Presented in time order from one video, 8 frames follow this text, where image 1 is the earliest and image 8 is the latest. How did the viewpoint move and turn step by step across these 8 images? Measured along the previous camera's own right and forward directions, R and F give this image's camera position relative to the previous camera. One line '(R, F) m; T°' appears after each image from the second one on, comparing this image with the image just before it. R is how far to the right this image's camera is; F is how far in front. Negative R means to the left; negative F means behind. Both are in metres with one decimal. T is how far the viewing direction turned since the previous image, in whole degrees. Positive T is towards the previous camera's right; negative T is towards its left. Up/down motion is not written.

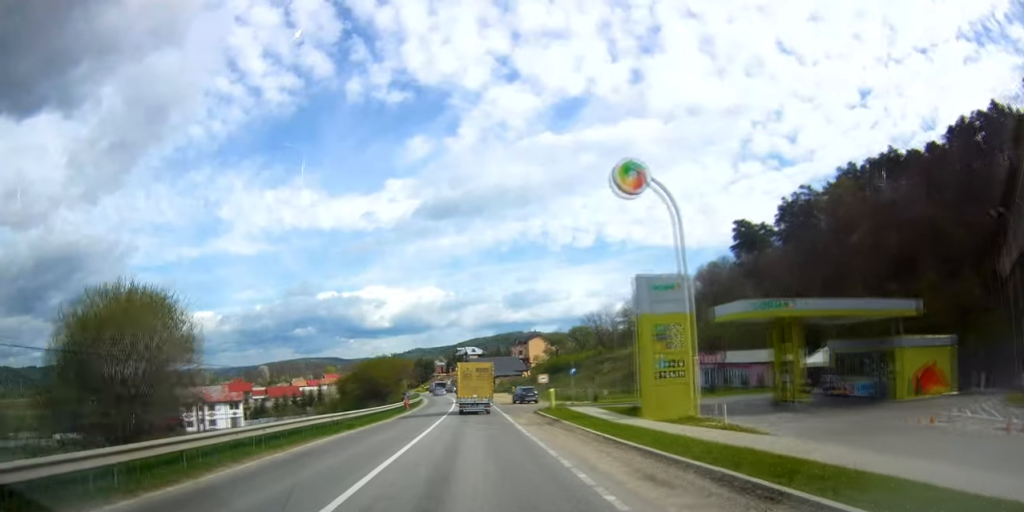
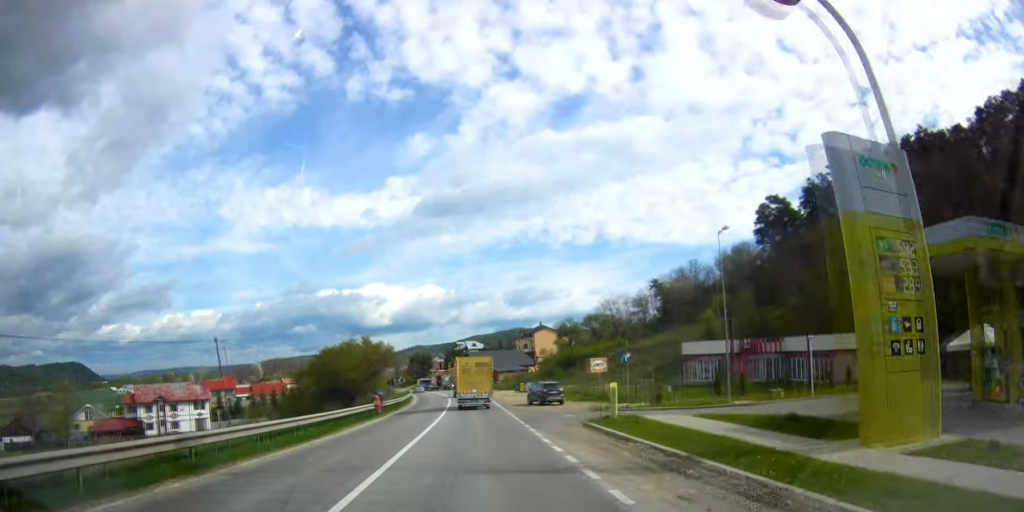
(+0.2, +16.4) m; 0°
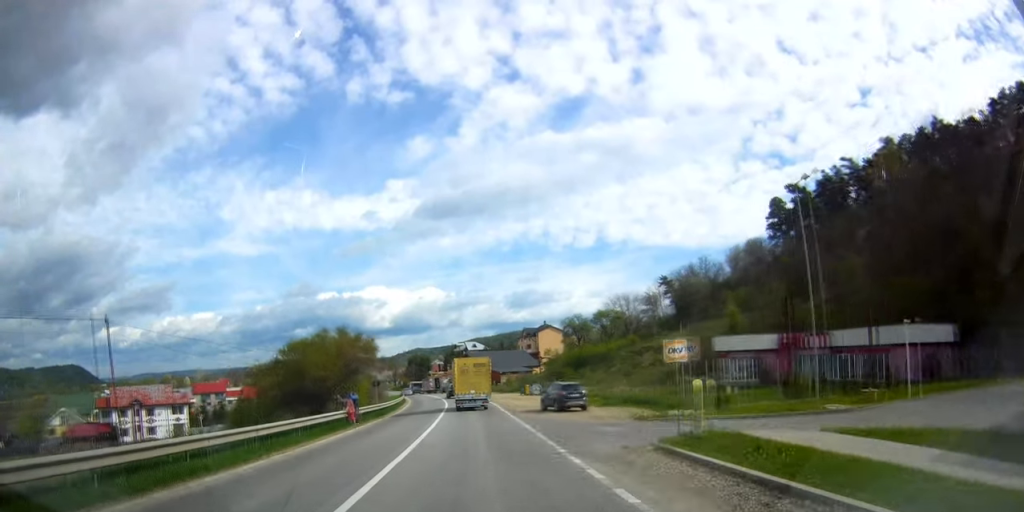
(+0.1, +8.6) m; 0°
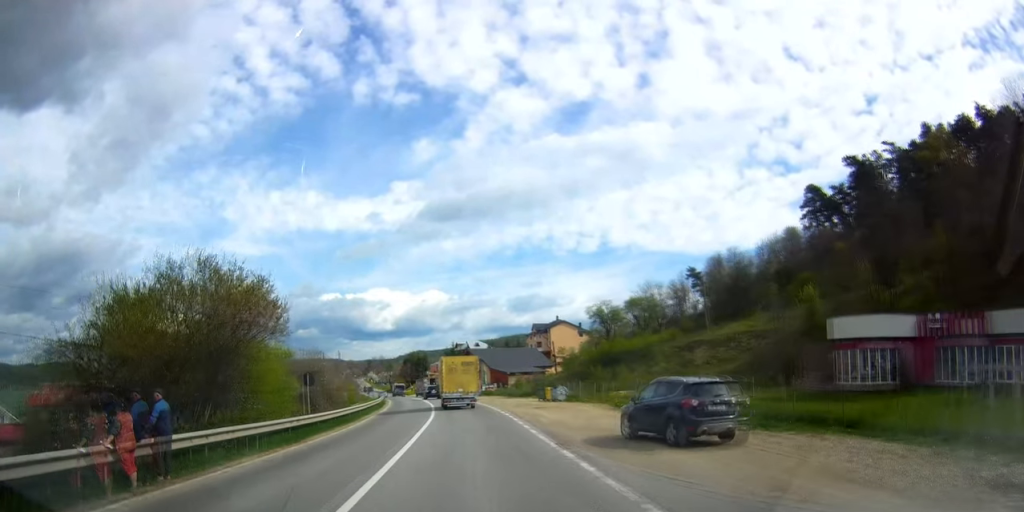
(-0.2, +19.6) m; -1°
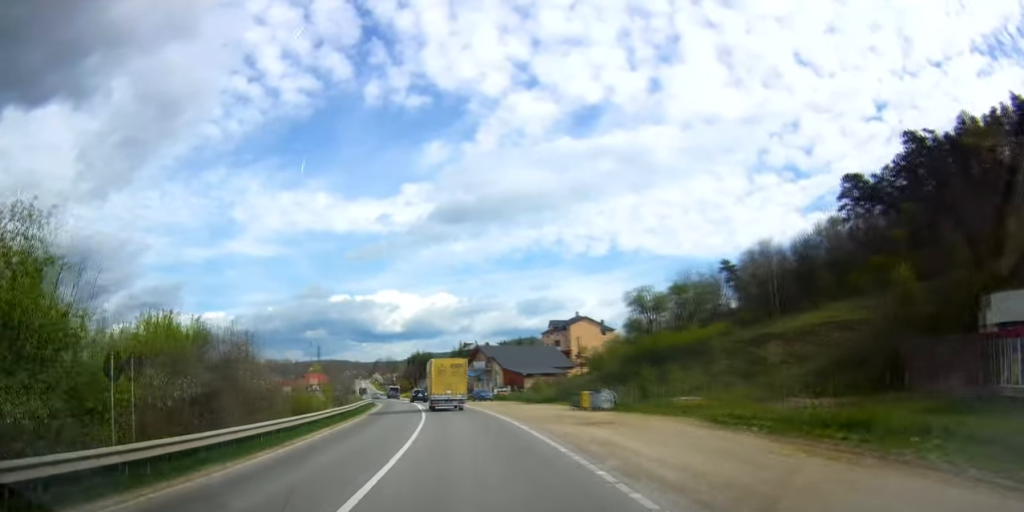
(0.0, +15.0) m; -1°
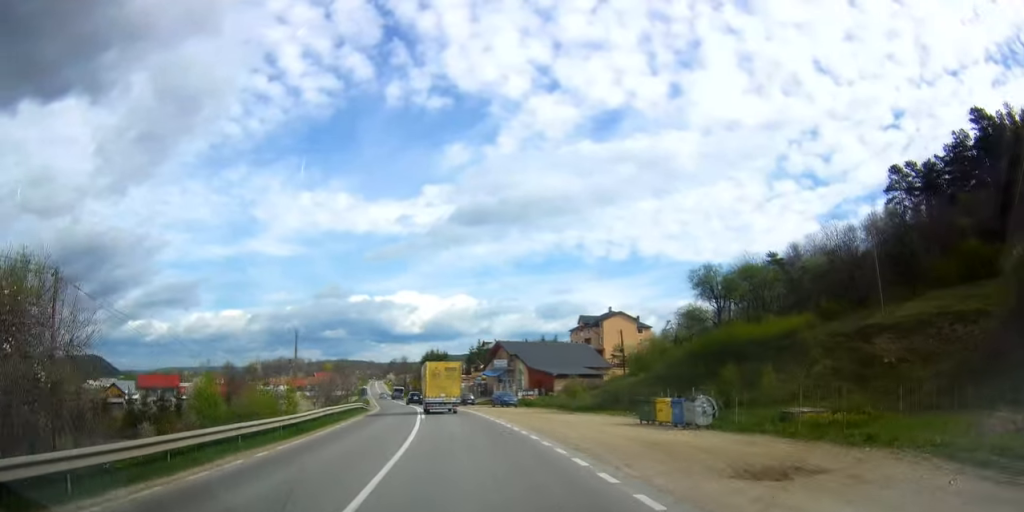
(-0.2, +14.3) m; -1°
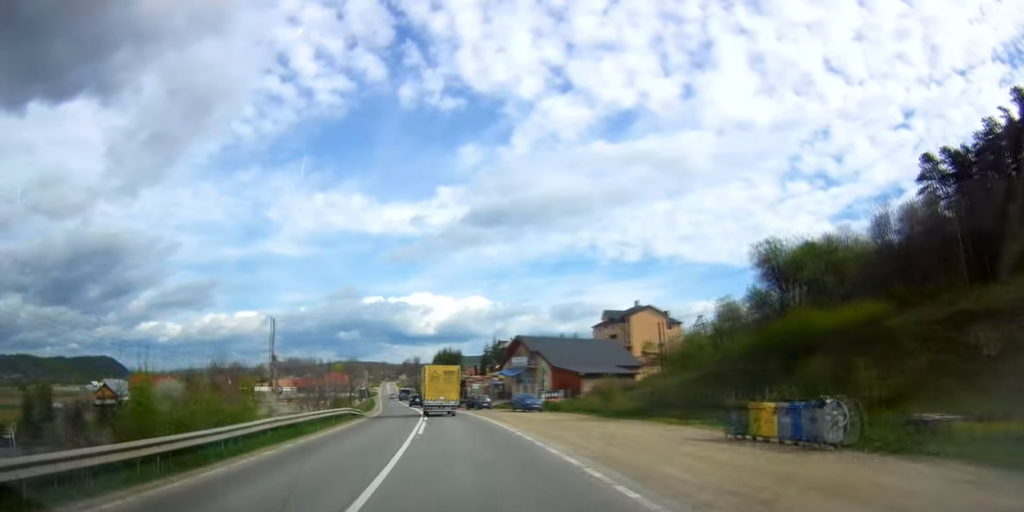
(0.0, +9.5) m; -1°
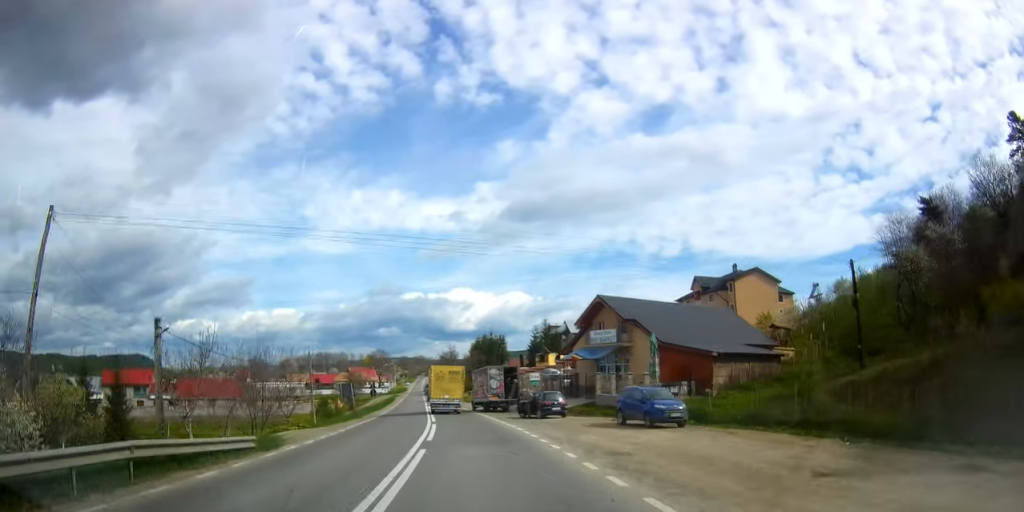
(-0.4, +27.2) m; -3°
